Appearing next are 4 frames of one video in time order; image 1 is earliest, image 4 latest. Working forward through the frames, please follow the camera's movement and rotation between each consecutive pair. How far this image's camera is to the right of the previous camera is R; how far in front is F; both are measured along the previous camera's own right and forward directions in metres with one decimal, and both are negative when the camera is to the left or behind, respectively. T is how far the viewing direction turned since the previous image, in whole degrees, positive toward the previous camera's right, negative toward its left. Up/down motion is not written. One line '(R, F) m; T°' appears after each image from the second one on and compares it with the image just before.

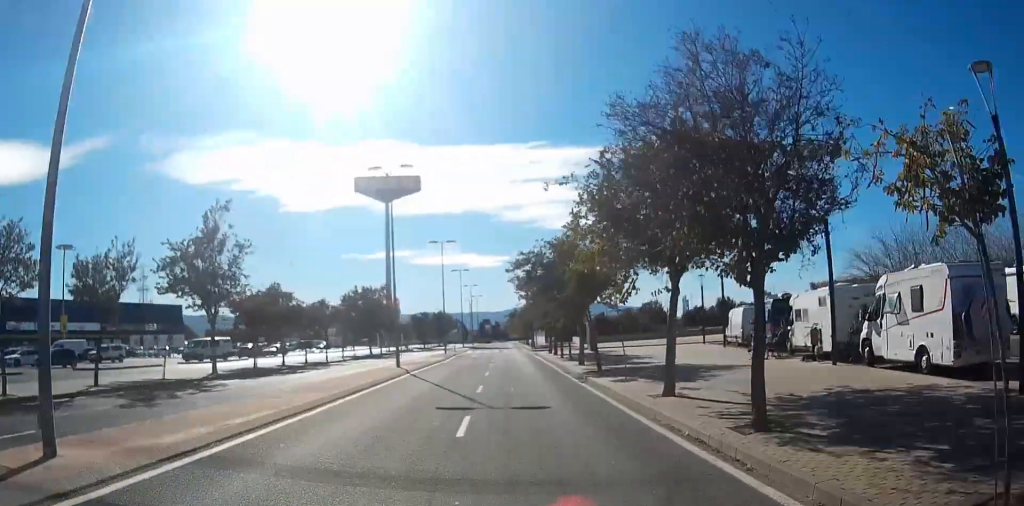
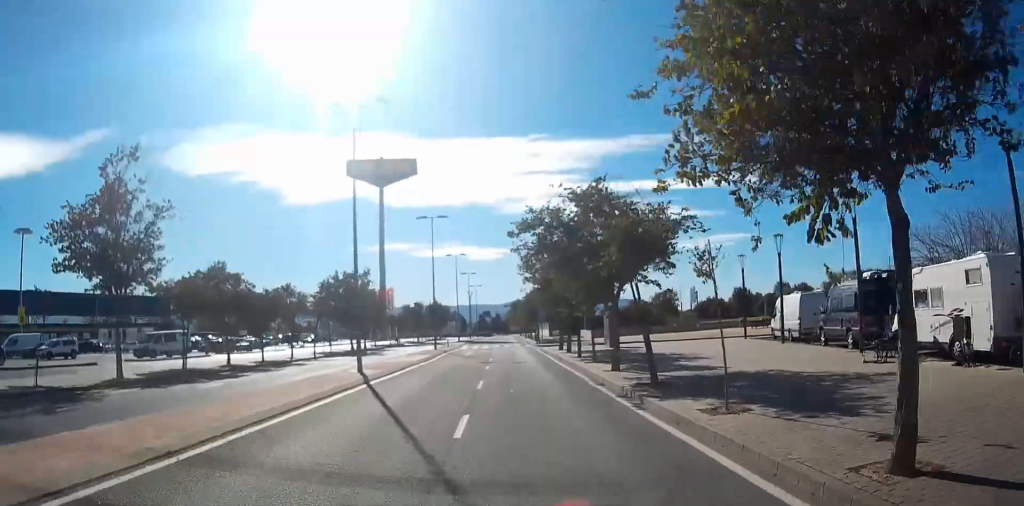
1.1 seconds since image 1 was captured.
(0.0, +8.2) m; -1°
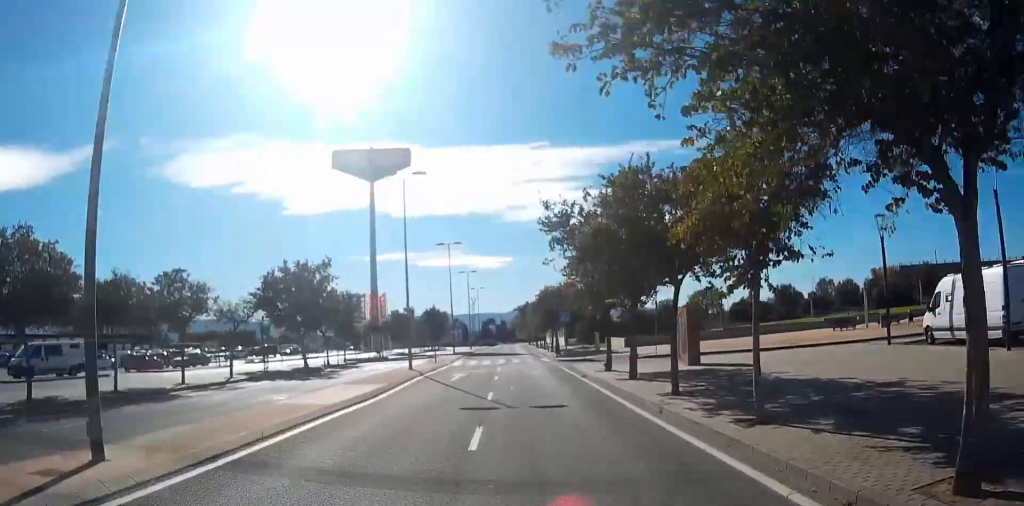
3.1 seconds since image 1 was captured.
(-0.2, +15.4) m; 0°
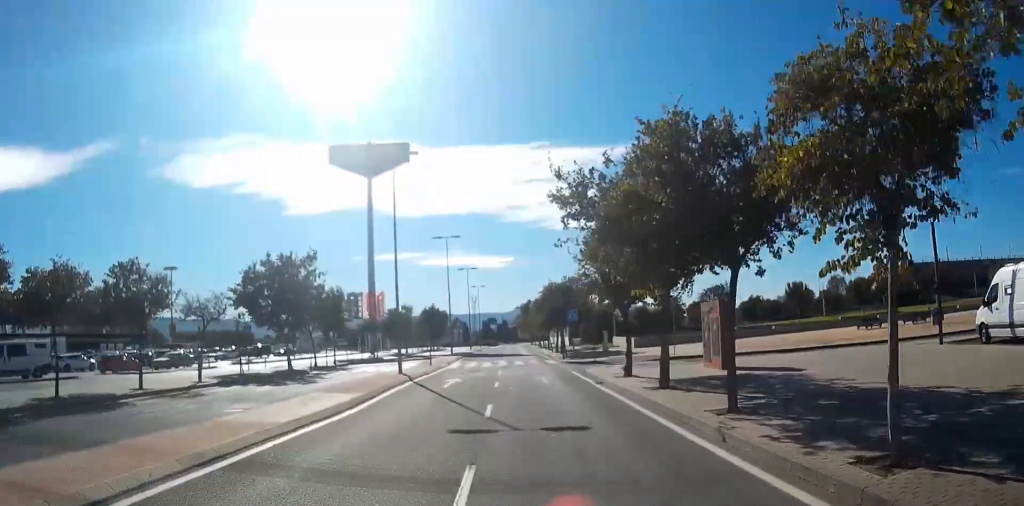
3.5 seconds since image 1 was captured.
(+0.1, +3.4) m; +1°
